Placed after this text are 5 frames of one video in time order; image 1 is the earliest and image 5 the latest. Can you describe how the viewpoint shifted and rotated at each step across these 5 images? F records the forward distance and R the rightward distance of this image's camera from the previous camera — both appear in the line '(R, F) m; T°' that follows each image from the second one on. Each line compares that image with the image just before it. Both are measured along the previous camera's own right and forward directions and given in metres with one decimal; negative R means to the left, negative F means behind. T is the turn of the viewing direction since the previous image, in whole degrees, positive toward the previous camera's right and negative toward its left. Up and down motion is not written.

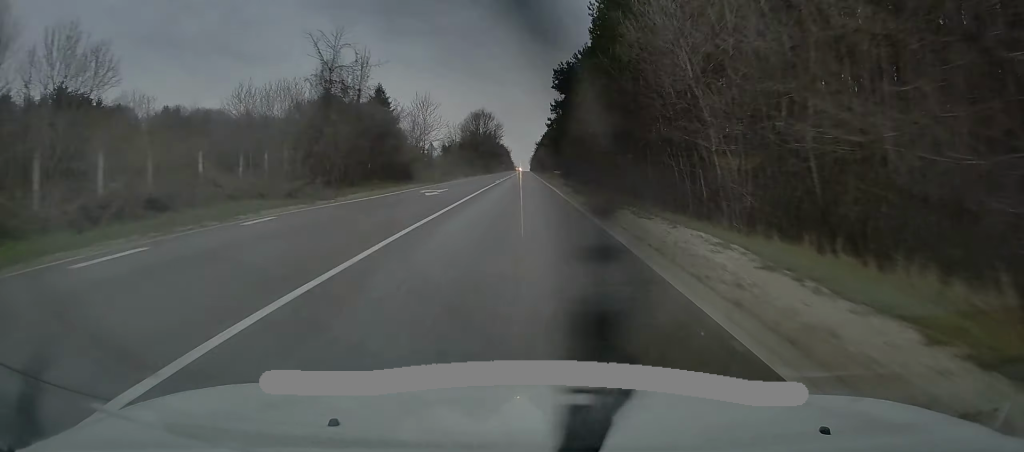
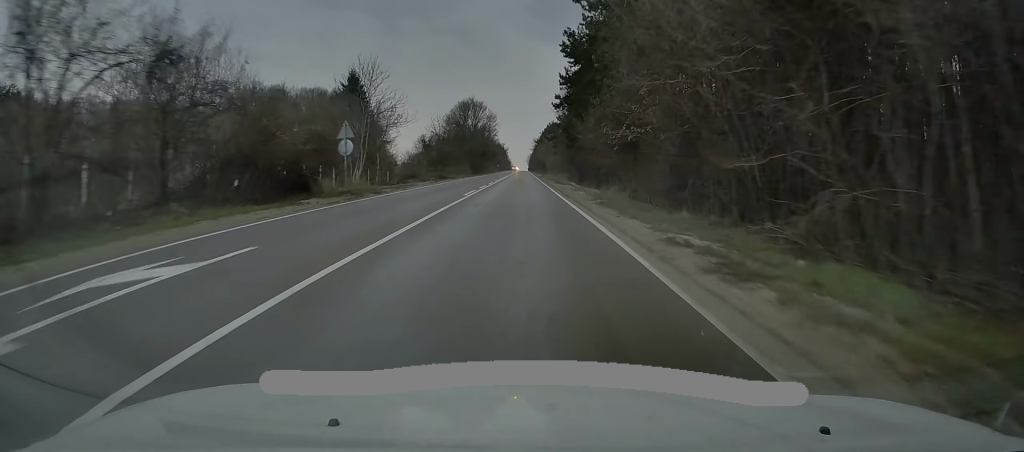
(-0.5, +24.3) m; -1°
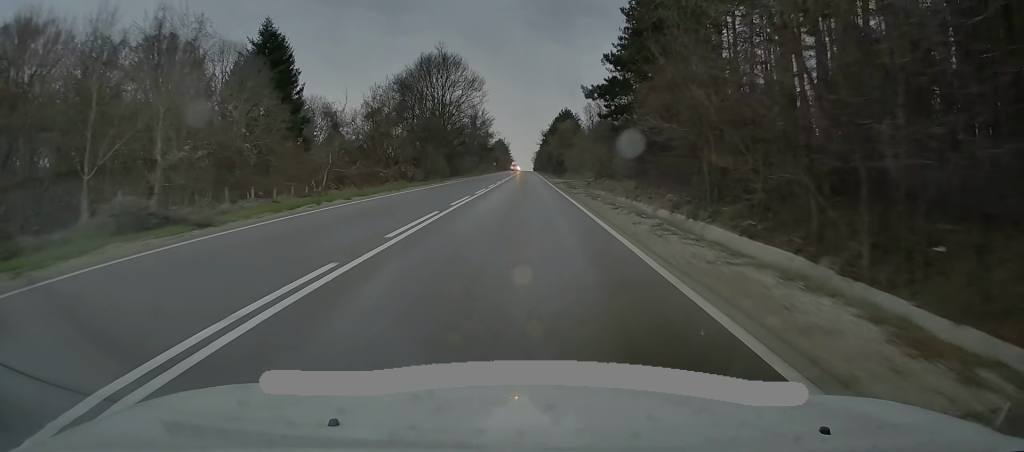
(-0.1, +51.5) m; 0°
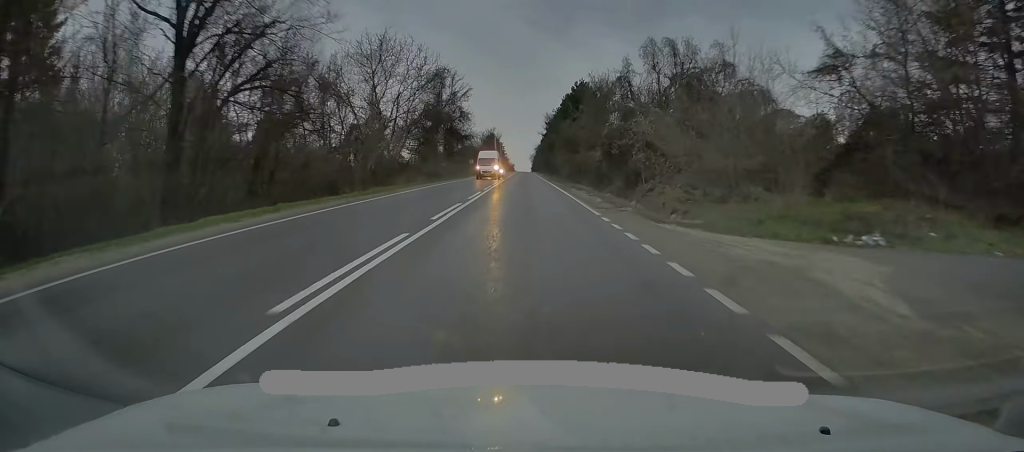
(+0.3, +59.4) m; 0°
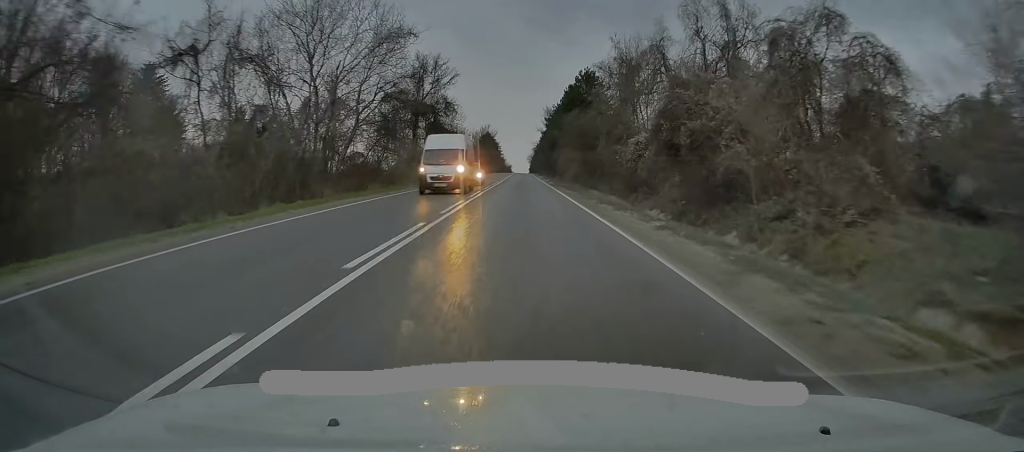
(0.0, +15.6) m; 0°
